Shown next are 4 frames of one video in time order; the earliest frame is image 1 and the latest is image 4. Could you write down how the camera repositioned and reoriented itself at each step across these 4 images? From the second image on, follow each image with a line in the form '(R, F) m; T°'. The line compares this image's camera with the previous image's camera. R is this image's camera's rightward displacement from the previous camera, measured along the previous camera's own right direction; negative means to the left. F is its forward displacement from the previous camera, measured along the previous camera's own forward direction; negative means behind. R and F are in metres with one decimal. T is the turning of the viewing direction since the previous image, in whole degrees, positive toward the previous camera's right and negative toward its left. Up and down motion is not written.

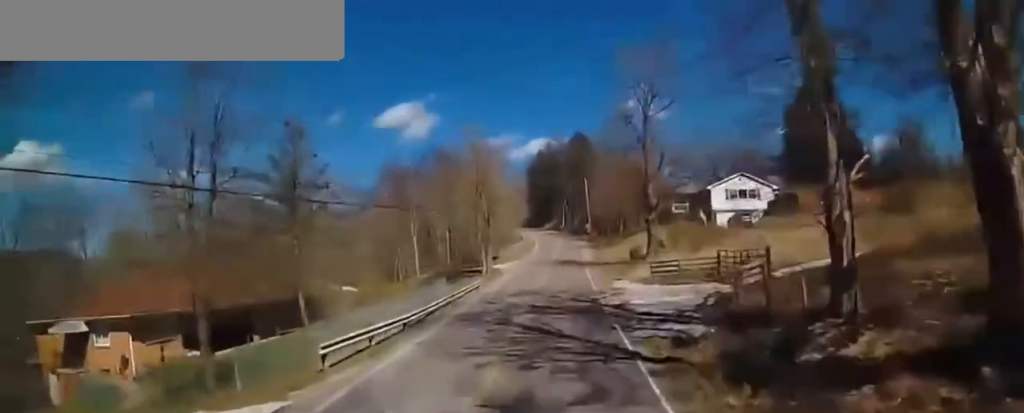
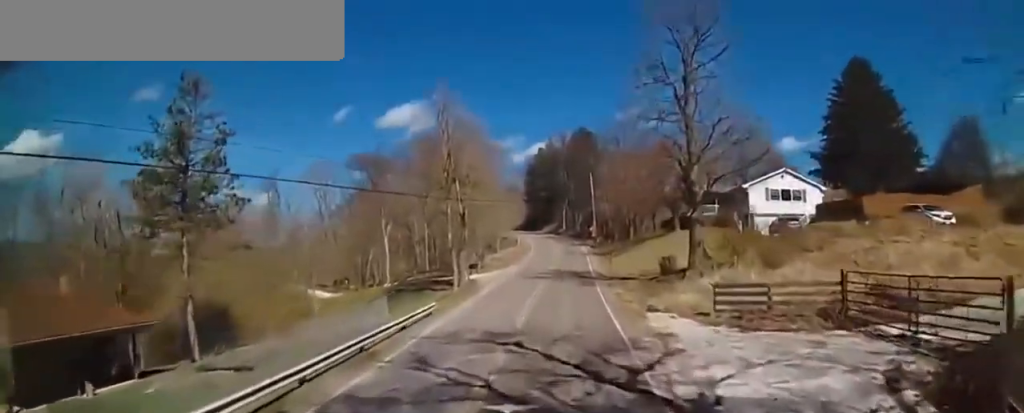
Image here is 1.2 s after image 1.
(+1.2, +12.8) m; +5°
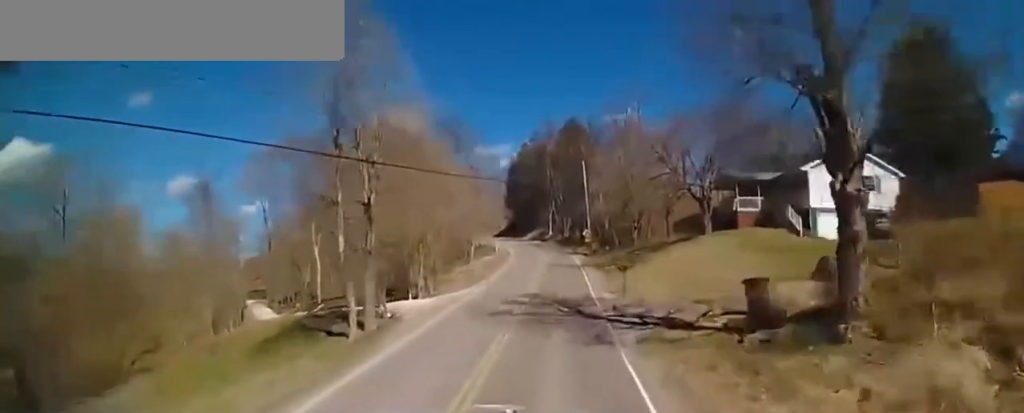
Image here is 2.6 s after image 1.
(-0.9, +15.5) m; -10°
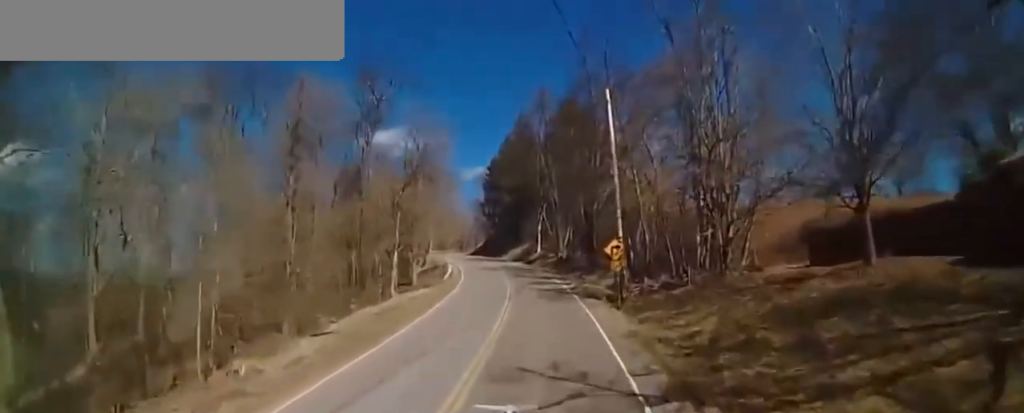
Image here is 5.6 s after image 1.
(+10.6, +32.5) m; +29°
